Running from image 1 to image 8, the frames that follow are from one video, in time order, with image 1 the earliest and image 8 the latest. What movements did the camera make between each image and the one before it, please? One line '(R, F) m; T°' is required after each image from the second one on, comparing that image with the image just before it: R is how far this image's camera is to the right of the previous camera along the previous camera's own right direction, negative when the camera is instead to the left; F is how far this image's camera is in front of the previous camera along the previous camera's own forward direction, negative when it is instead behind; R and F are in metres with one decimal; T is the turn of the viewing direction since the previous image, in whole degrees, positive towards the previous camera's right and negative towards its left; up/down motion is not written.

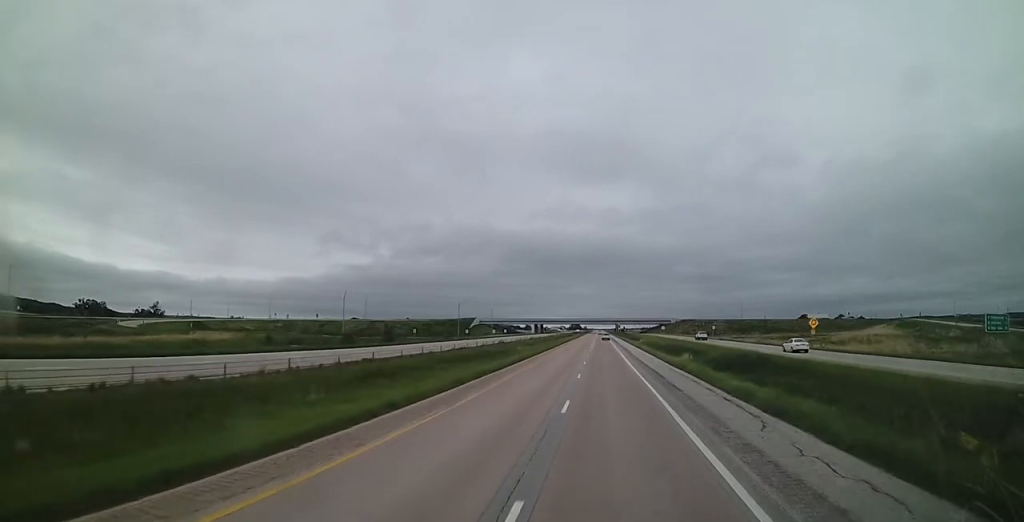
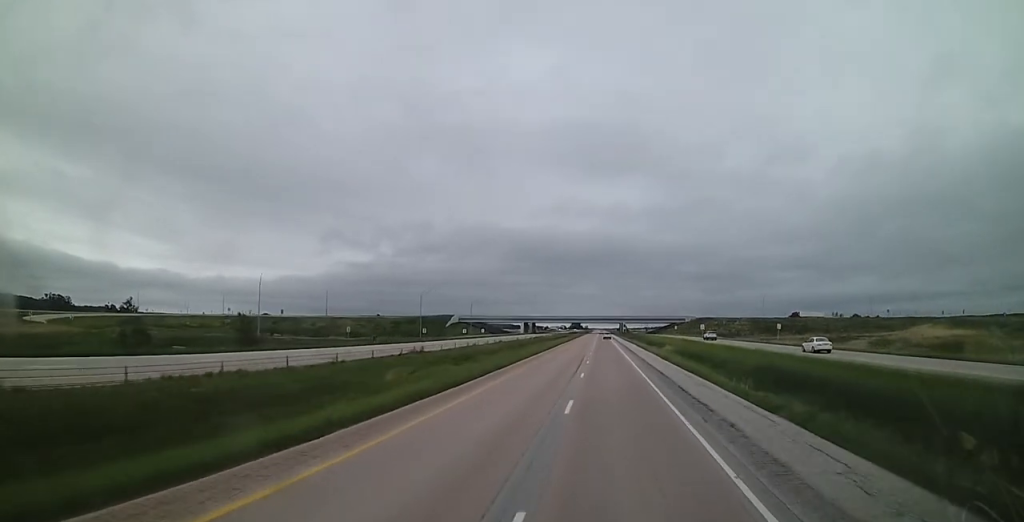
(-0.3, +49.1) m; -1°
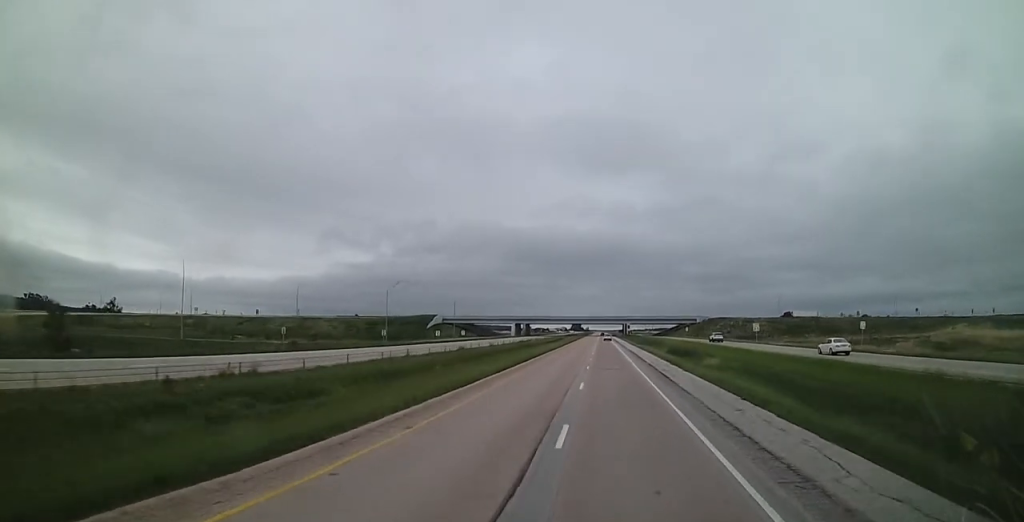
(0.0, +29.0) m; 0°
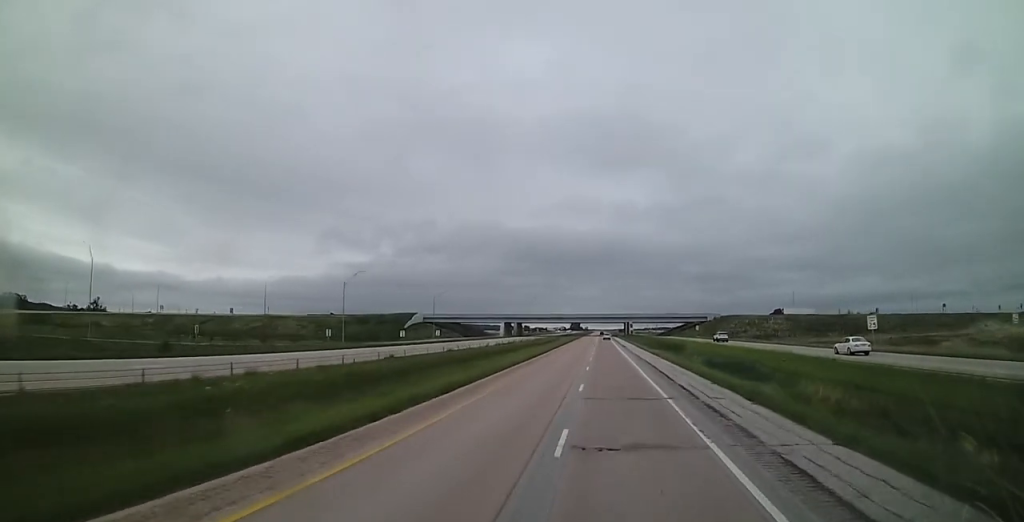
(0.0, +25.2) m; 0°
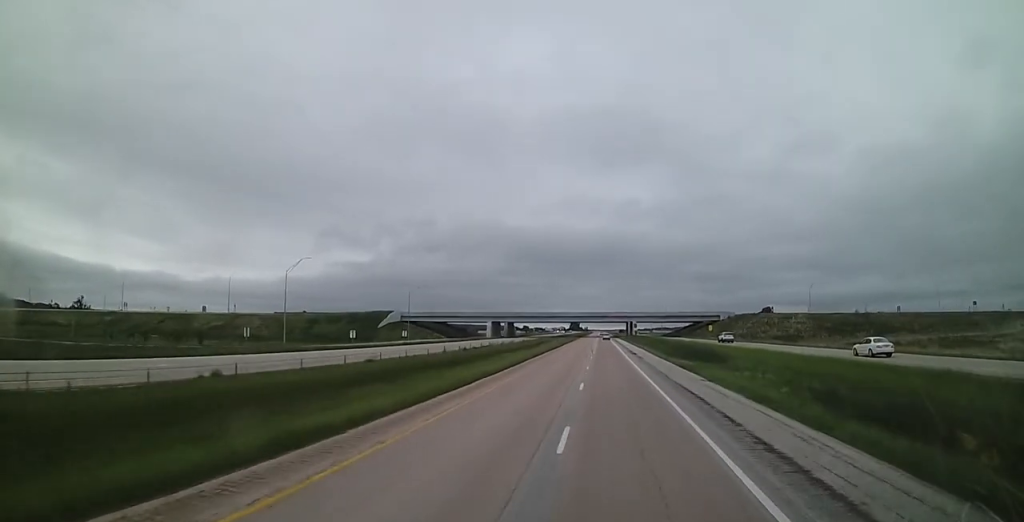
(+0.1, +24.3) m; 0°
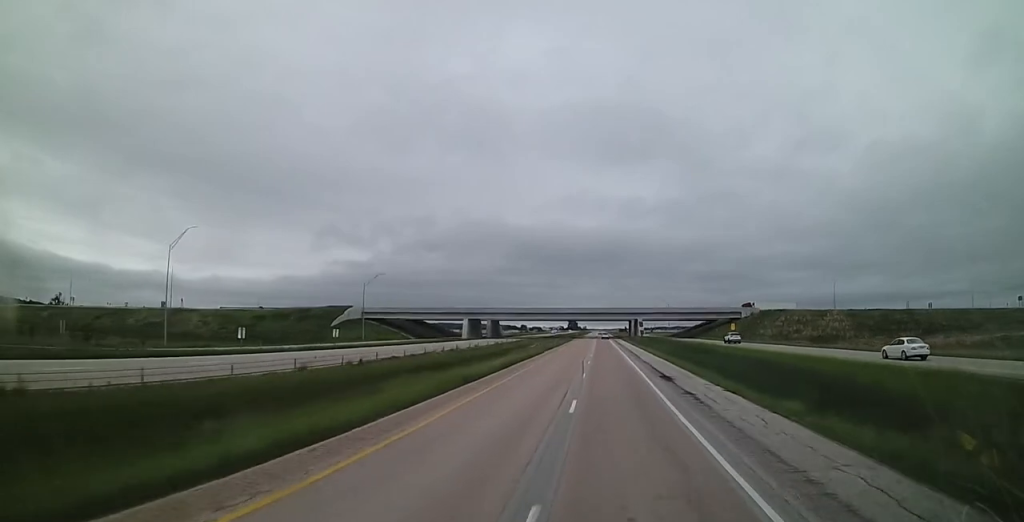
(0.0, +31.0) m; +1°
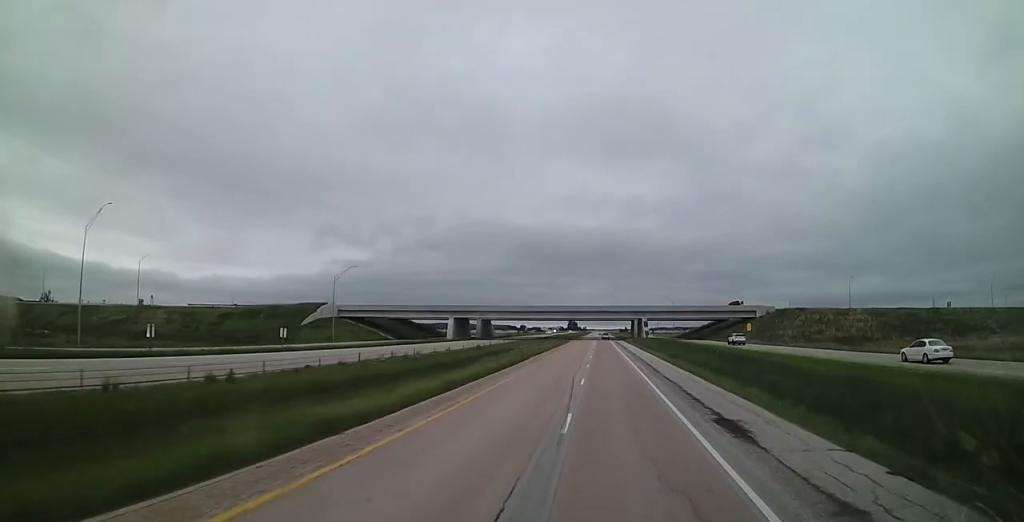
(+0.2, +15.4) m; 0°
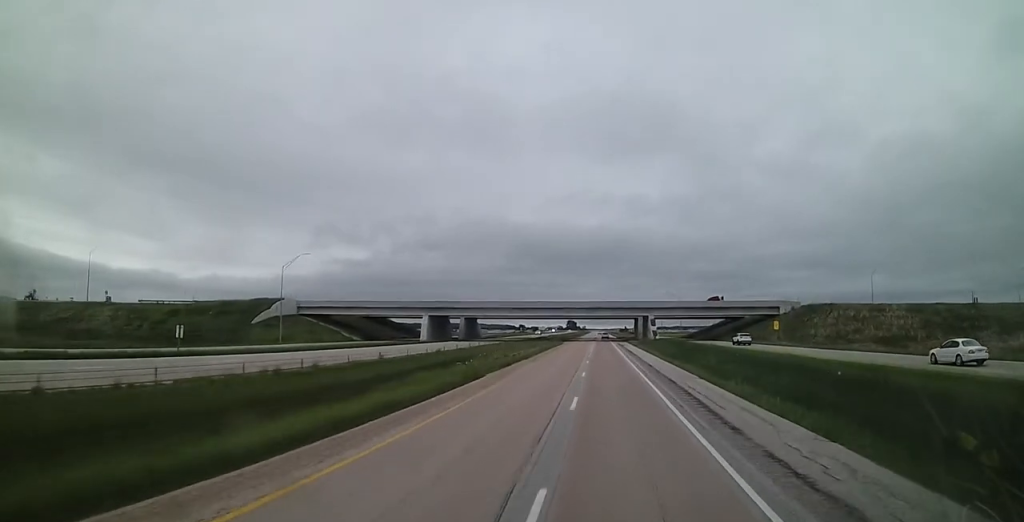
(+0.2, +20.2) m; 0°
